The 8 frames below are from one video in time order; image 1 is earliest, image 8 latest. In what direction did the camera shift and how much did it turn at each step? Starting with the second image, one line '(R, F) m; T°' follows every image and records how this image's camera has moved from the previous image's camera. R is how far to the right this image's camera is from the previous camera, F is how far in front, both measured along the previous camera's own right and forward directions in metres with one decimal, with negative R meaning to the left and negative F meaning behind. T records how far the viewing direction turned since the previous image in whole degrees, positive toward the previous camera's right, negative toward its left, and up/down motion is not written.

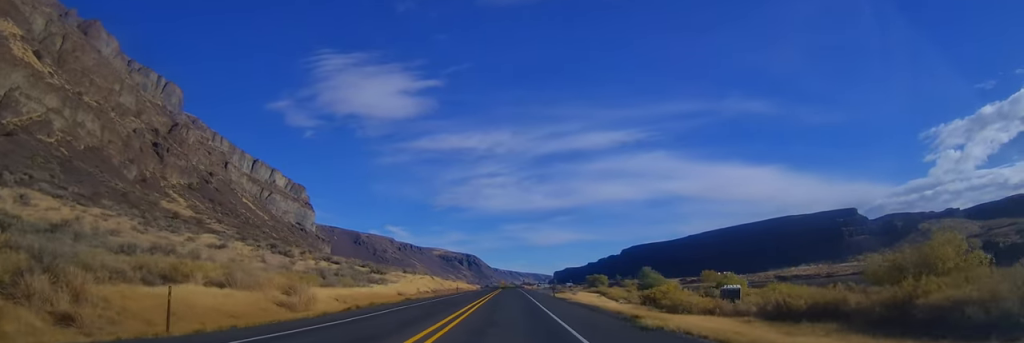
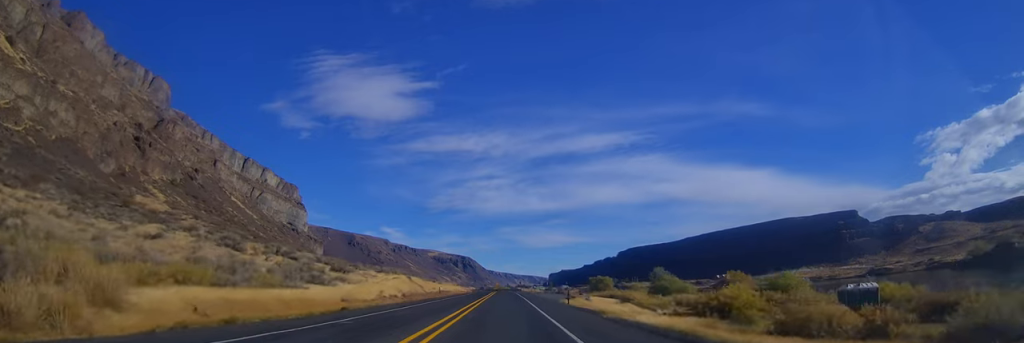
(+0.4, +17.8) m; +1°
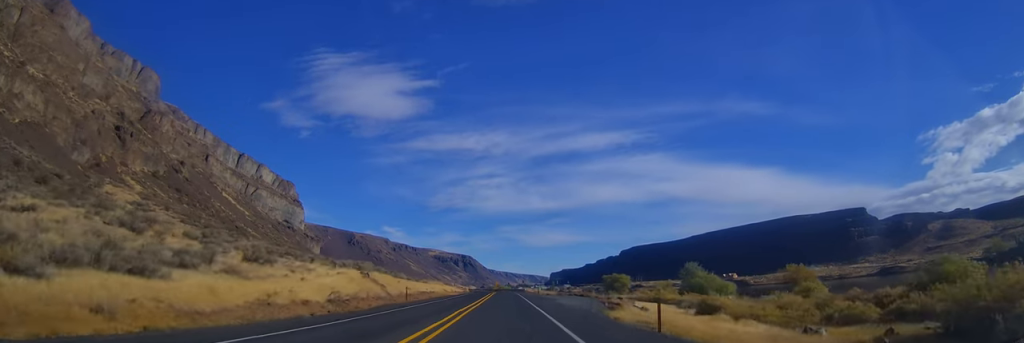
(-0.3, +24.7) m; 0°
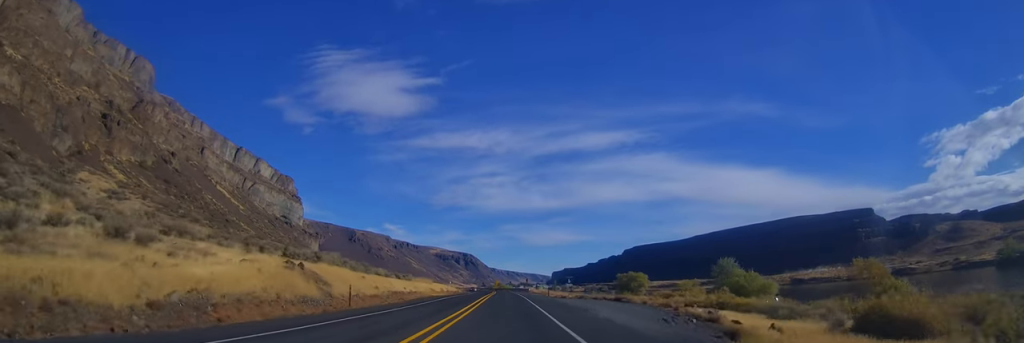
(+0.2, +18.2) m; 0°
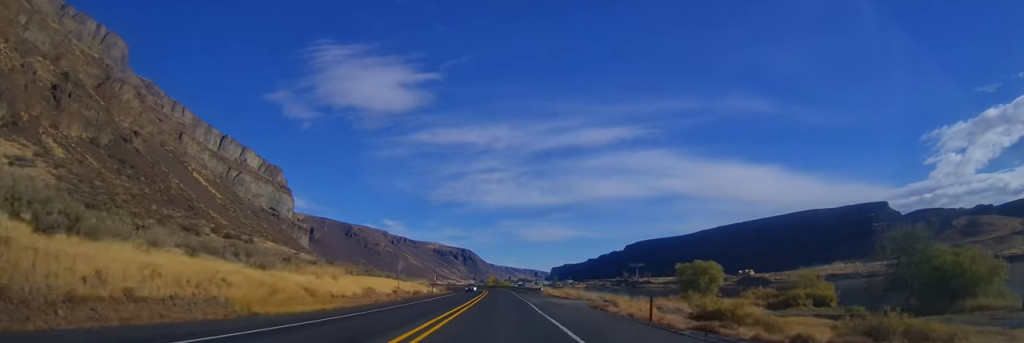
(0.0, +48.9) m; 0°
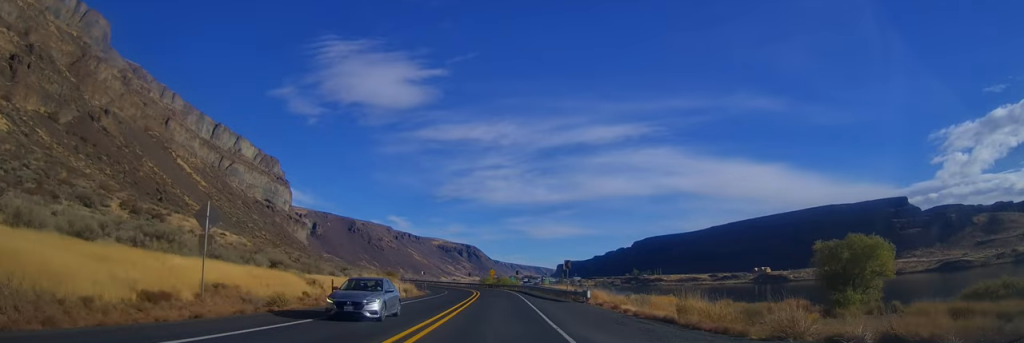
(-0.6, +40.6) m; -2°
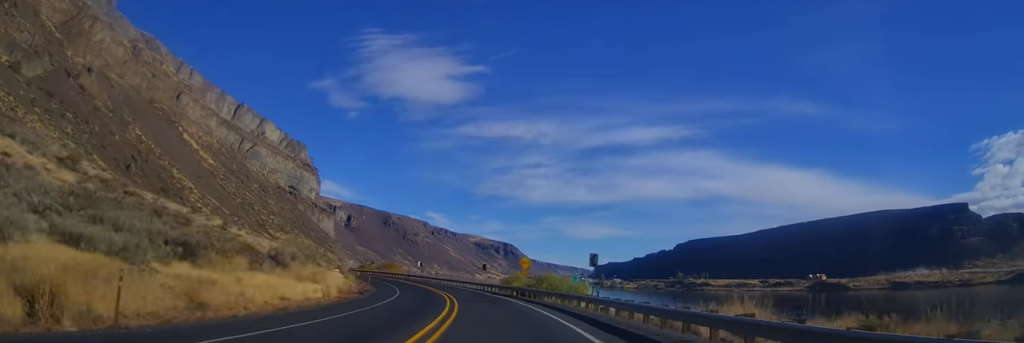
(-0.3, +58.1) m; -2°
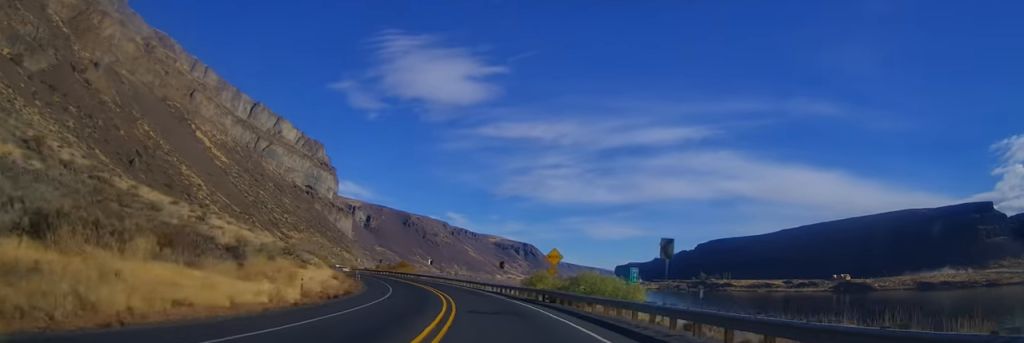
(-0.1, +11.7) m; -1°
